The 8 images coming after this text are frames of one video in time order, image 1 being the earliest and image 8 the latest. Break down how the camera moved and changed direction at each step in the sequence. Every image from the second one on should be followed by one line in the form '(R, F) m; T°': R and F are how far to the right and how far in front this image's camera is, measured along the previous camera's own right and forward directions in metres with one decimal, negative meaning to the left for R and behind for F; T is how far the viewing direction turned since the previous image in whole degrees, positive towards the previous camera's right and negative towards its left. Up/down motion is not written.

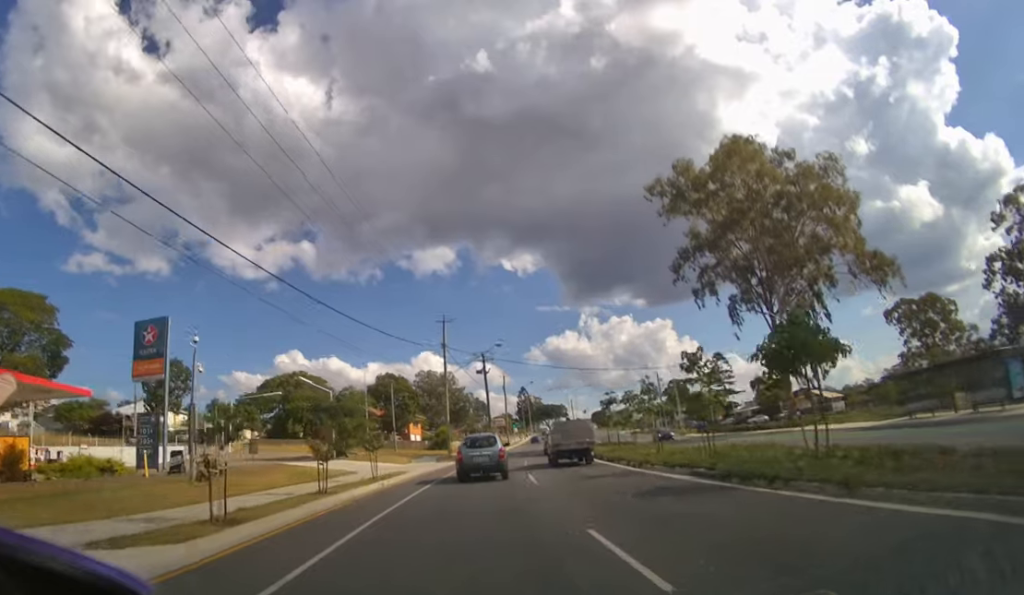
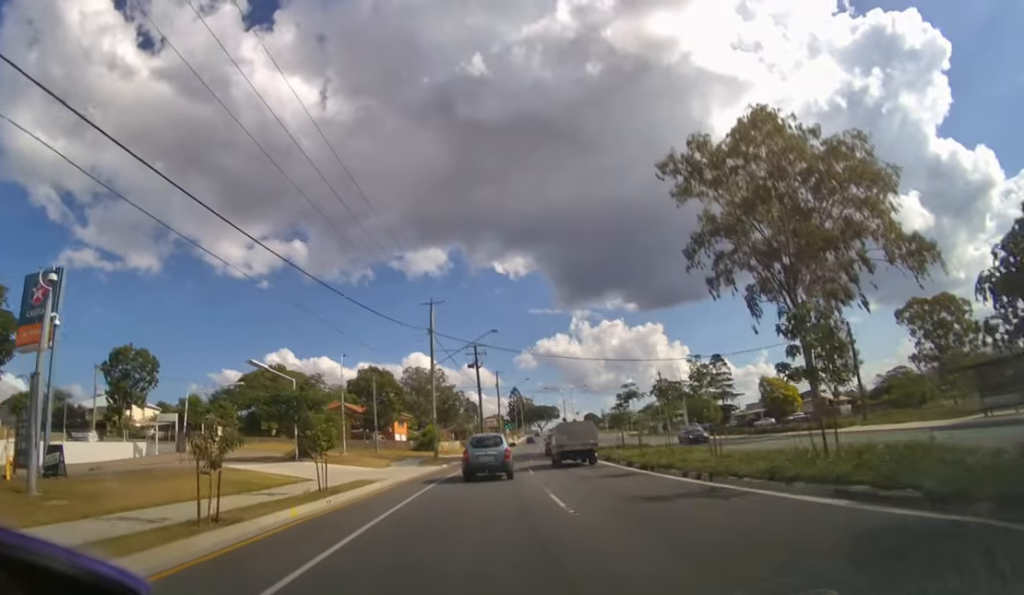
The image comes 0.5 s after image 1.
(+0.1, +6.2) m; +1°
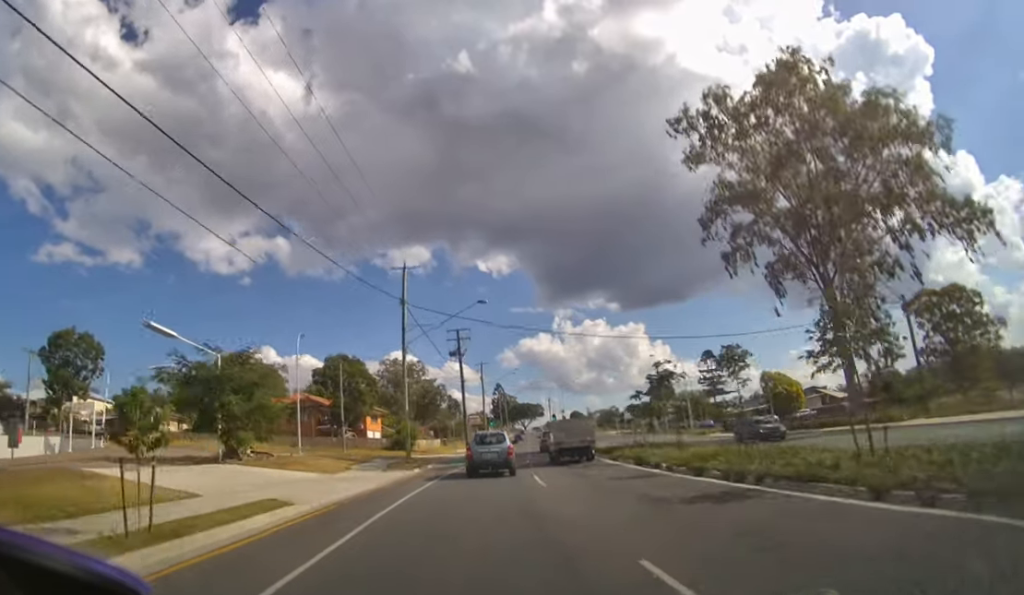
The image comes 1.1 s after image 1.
(+0.1, +8.2) m; +2°
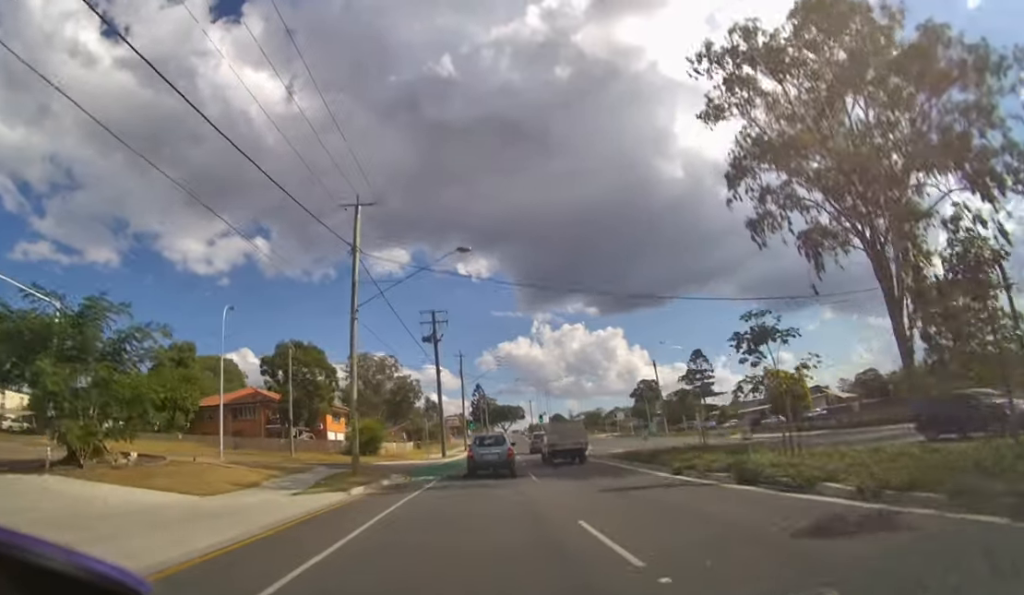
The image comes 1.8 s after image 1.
(0.0, +8.8) m; +2°
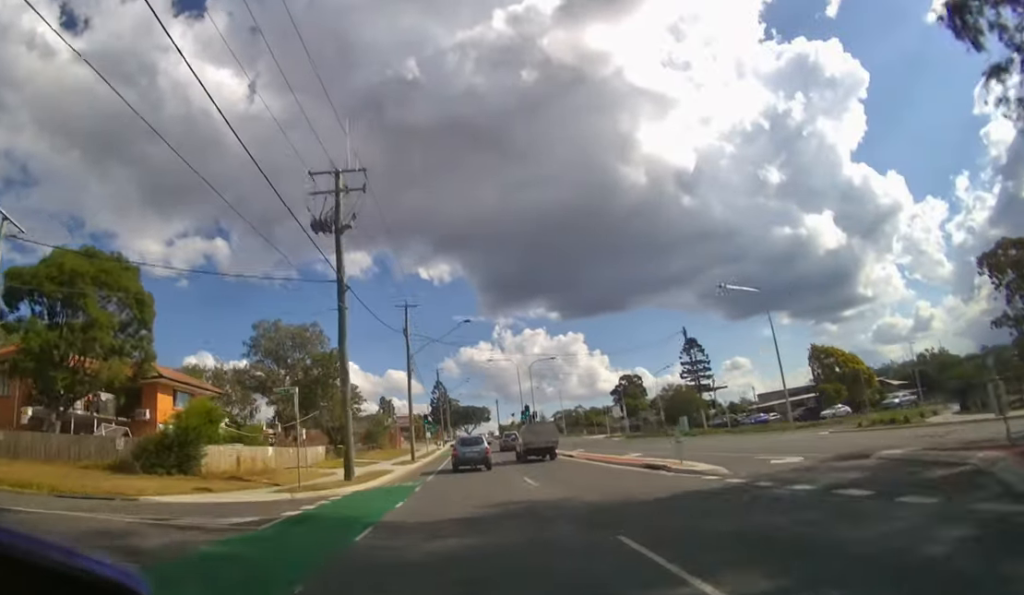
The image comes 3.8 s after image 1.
(+1.2, +23.4) m; +4°
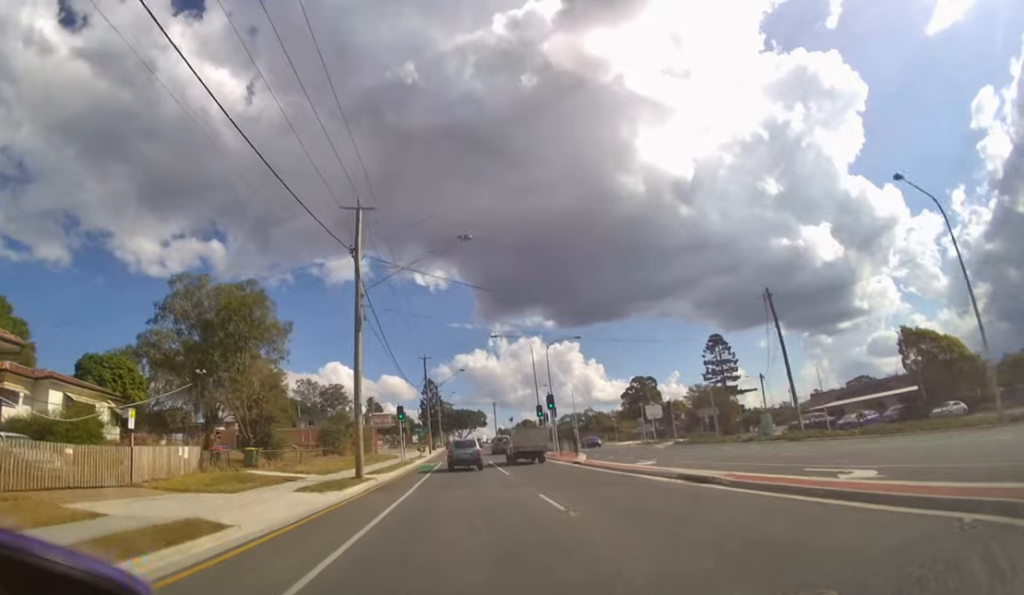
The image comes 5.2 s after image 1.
(+0.2, +14.9) m; +1°
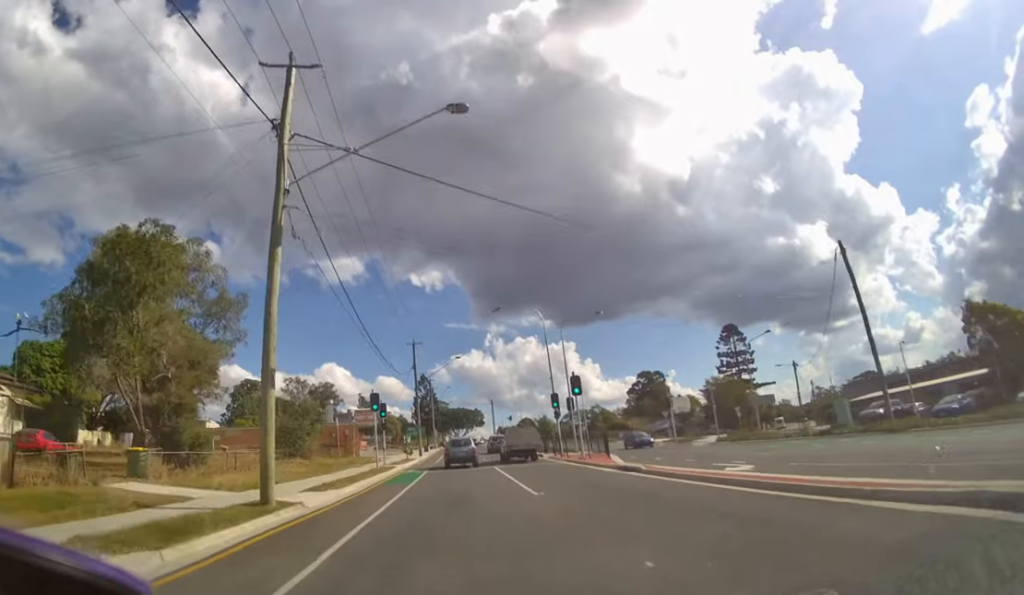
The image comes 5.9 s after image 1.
(0.0, +8.3) m; 0°
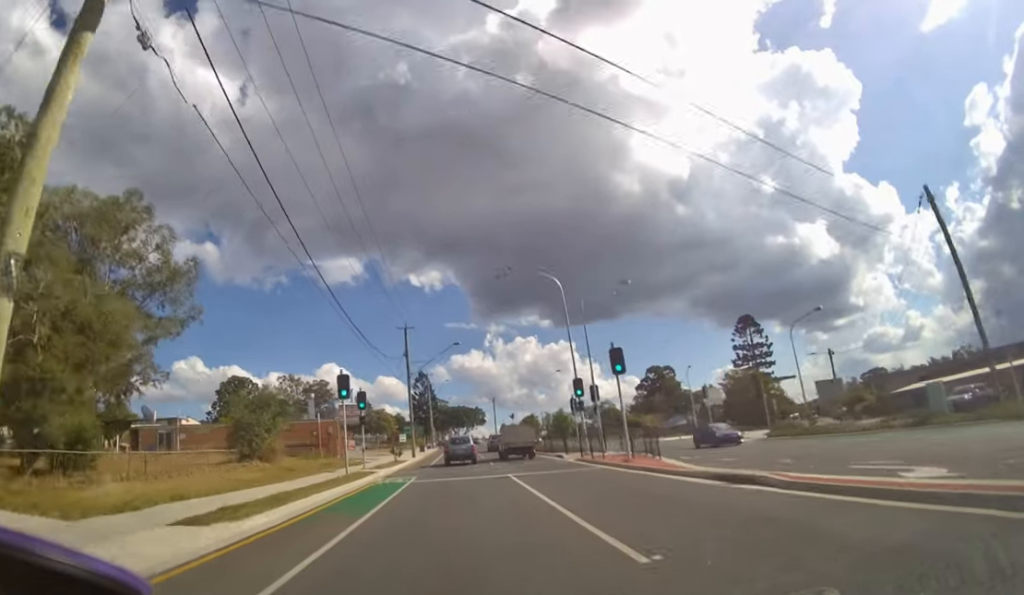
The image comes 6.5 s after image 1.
(0.0, +7.1) m; 0°
